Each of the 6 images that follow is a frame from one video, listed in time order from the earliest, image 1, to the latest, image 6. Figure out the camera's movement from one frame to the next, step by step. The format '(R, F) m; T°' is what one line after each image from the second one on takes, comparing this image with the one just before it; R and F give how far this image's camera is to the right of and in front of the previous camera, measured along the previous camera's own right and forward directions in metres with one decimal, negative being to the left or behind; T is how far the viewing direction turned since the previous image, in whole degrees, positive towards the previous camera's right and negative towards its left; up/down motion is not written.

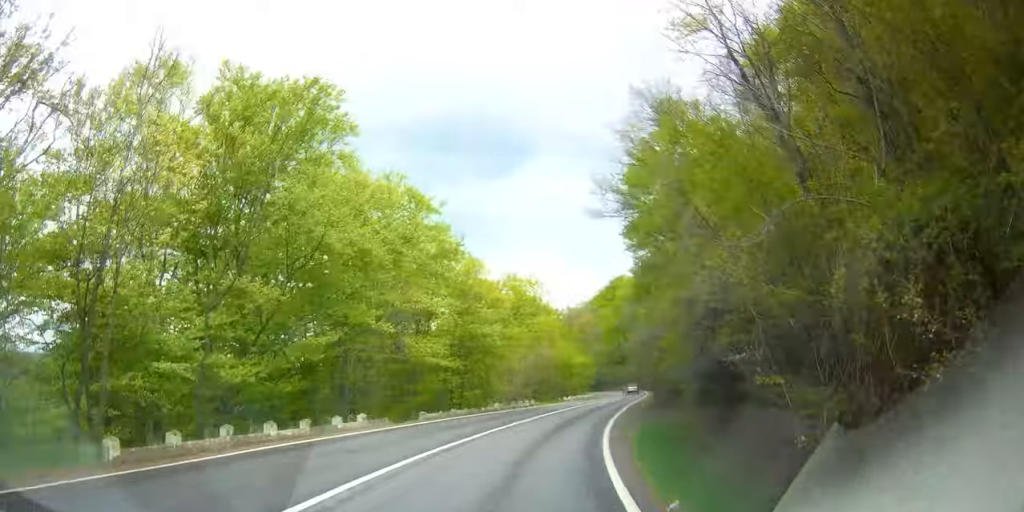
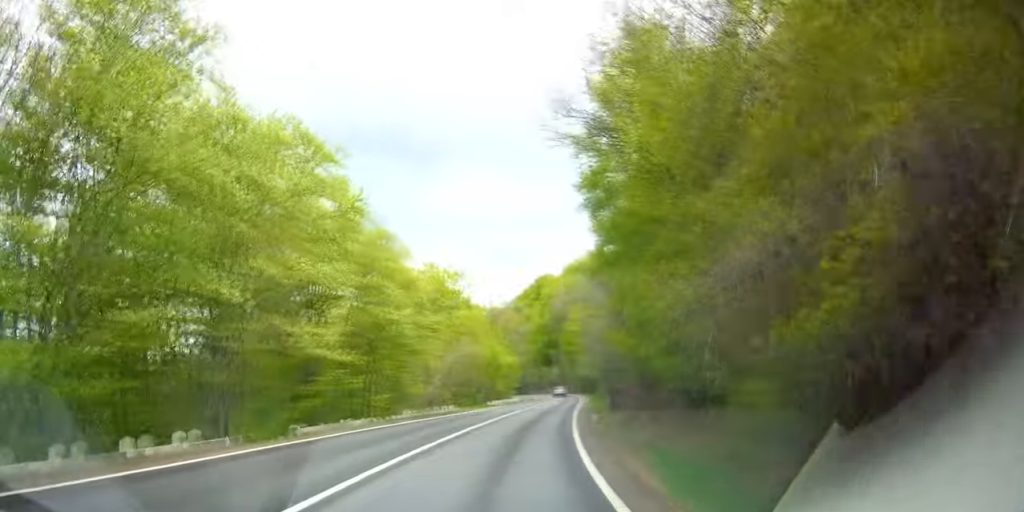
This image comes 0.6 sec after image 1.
(+0.3, +8.2) m; +8°
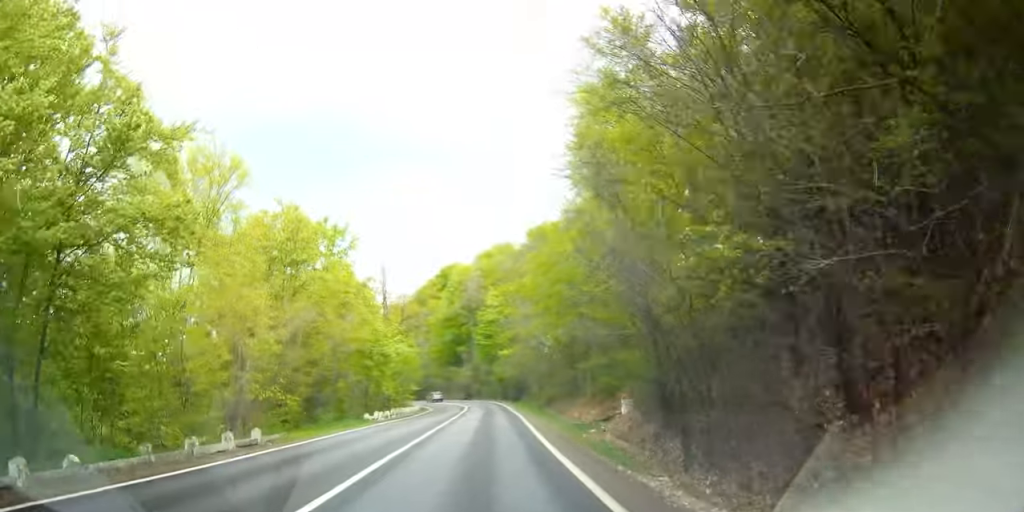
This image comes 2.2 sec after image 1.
(+5.5, +21.1) m; +25°
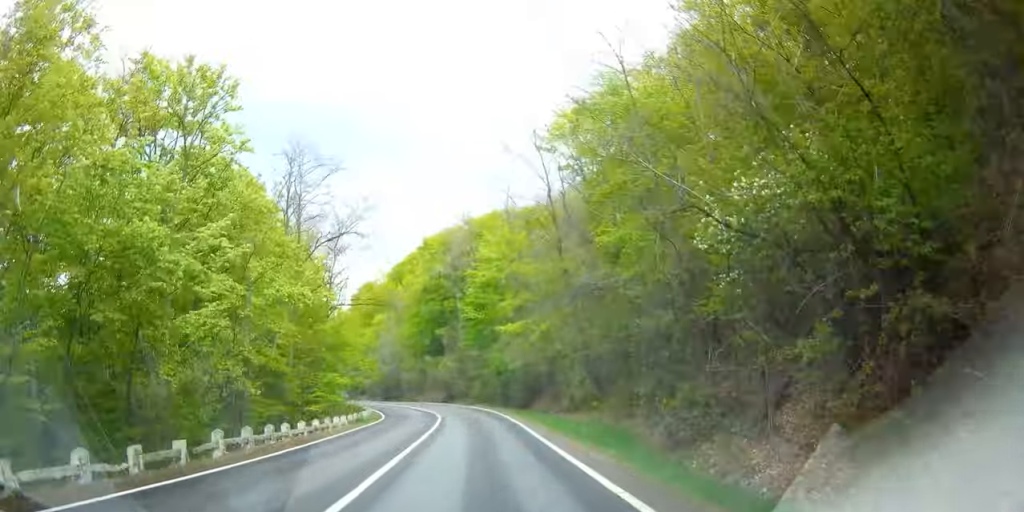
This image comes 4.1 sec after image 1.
(+2.3, +24.8) m; +5°
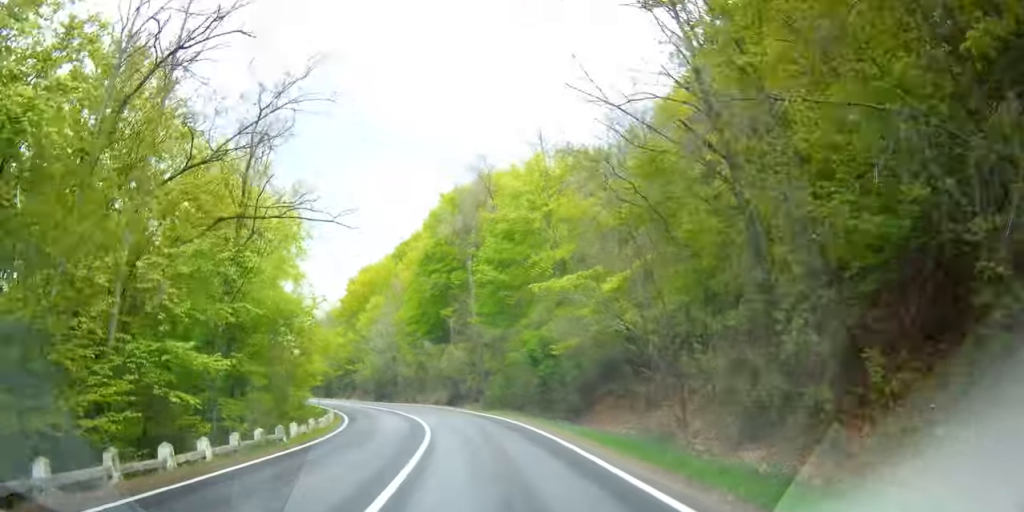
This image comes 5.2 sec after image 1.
(0.0, +14.1) m; 0°
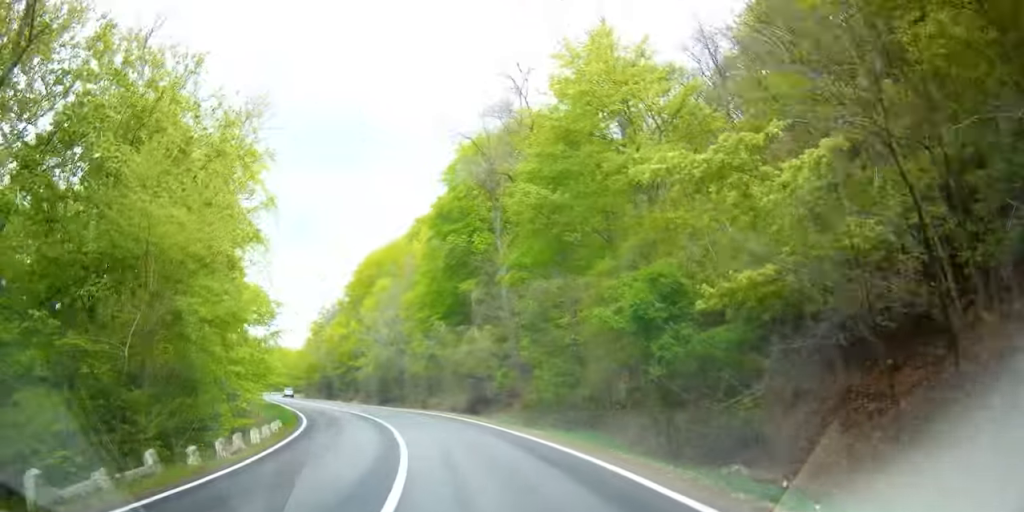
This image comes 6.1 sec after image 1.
(0.0, +11.4) m; 0°
